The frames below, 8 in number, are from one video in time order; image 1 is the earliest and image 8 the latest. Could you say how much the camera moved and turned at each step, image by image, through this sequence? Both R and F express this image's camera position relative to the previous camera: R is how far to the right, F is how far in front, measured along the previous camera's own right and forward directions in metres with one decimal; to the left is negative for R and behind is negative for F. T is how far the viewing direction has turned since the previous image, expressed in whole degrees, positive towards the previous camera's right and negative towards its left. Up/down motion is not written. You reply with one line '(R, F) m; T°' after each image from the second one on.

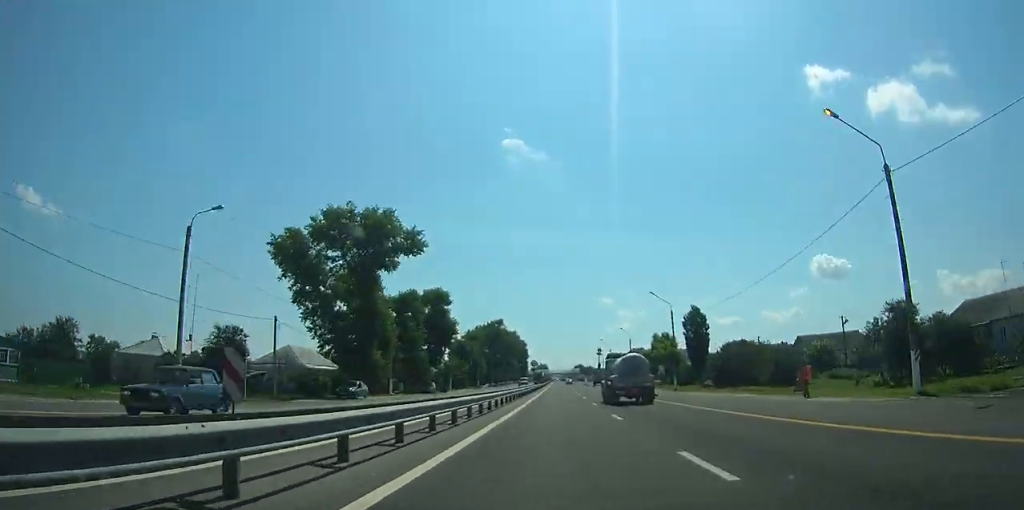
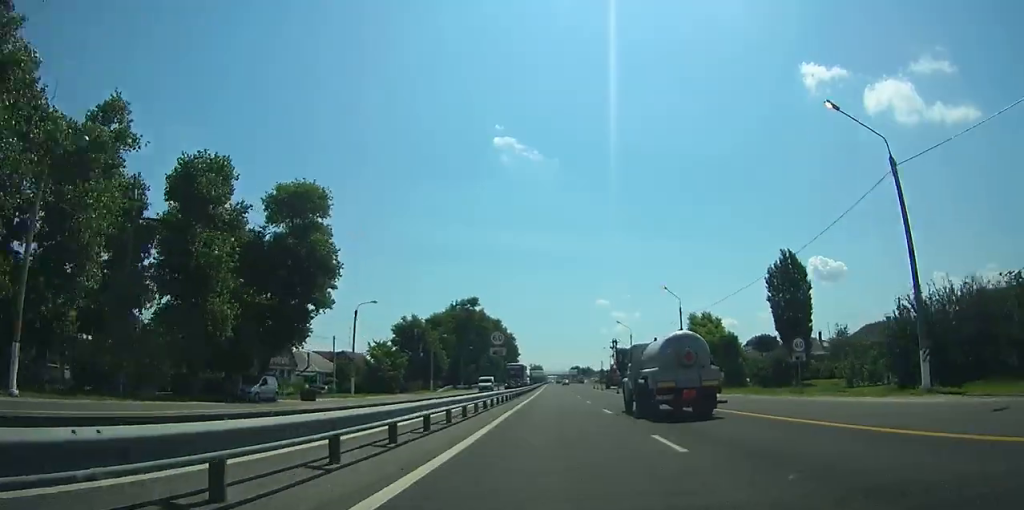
(-5.6, +44.1) m; -3°
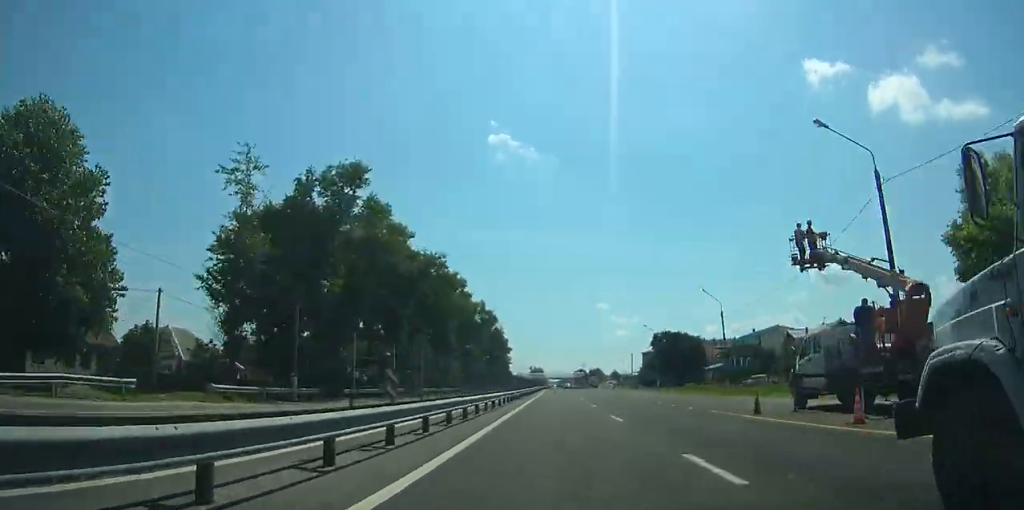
(+1.0, +74.2) m; +3°
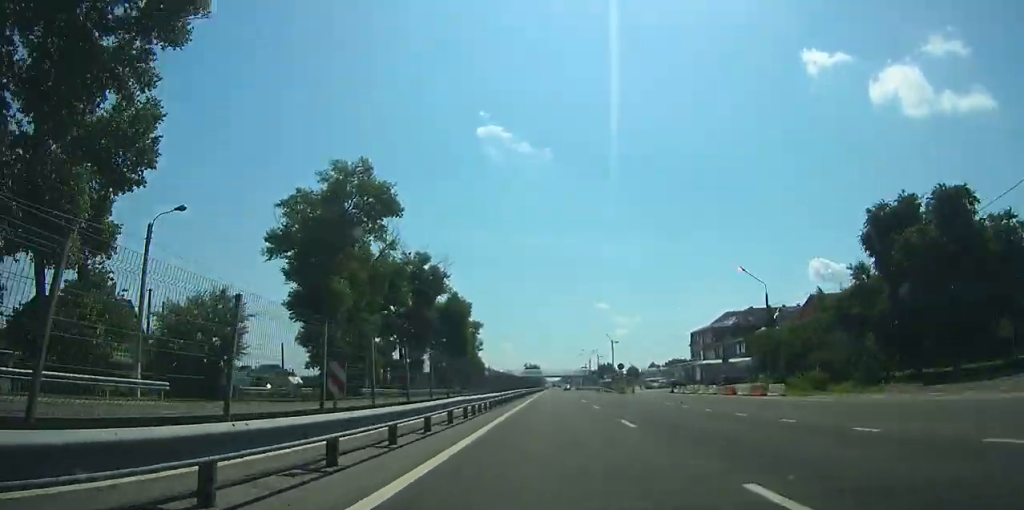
(+0.7, +88.4) m; 0°
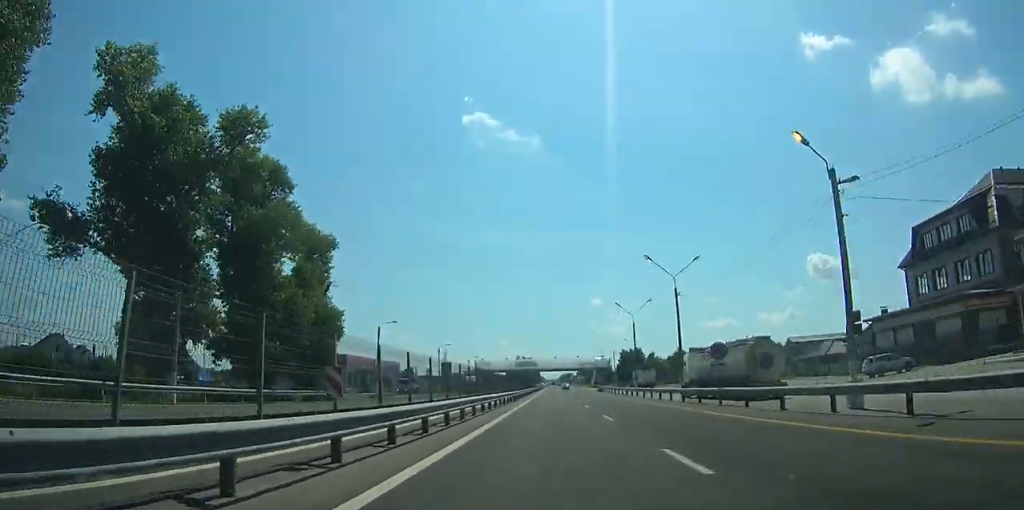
(+0.4, +105.8) m; 0°
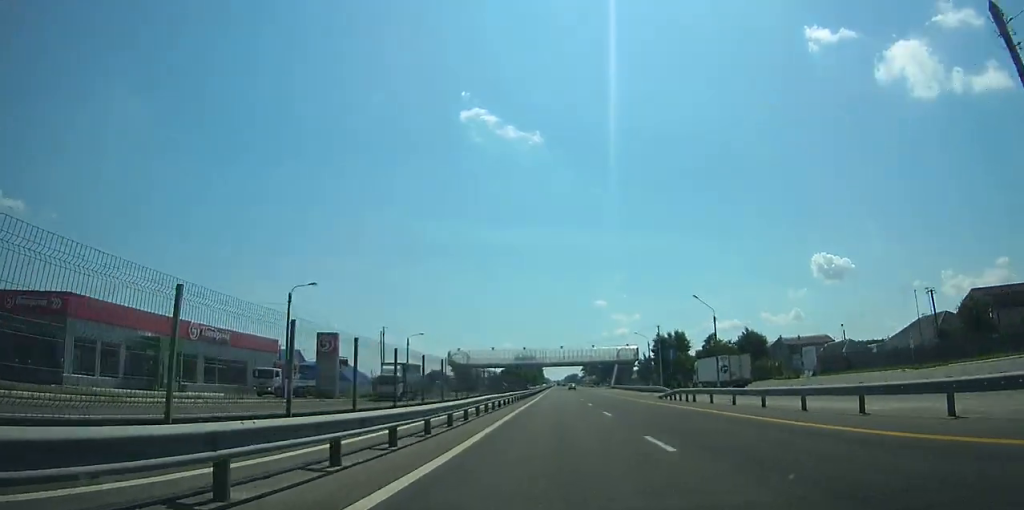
(0.0, +55.2) m; 0°
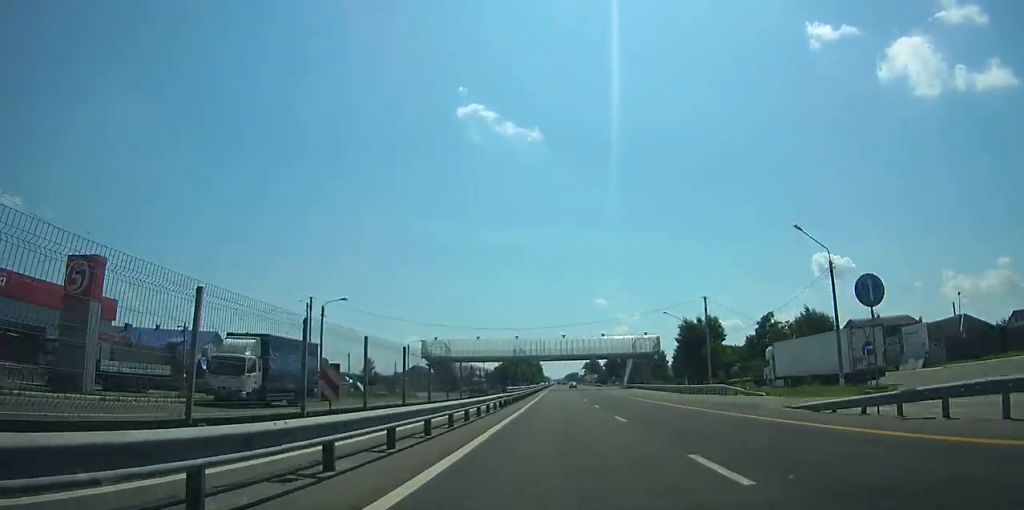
(0.0, +25.7) m; 0°
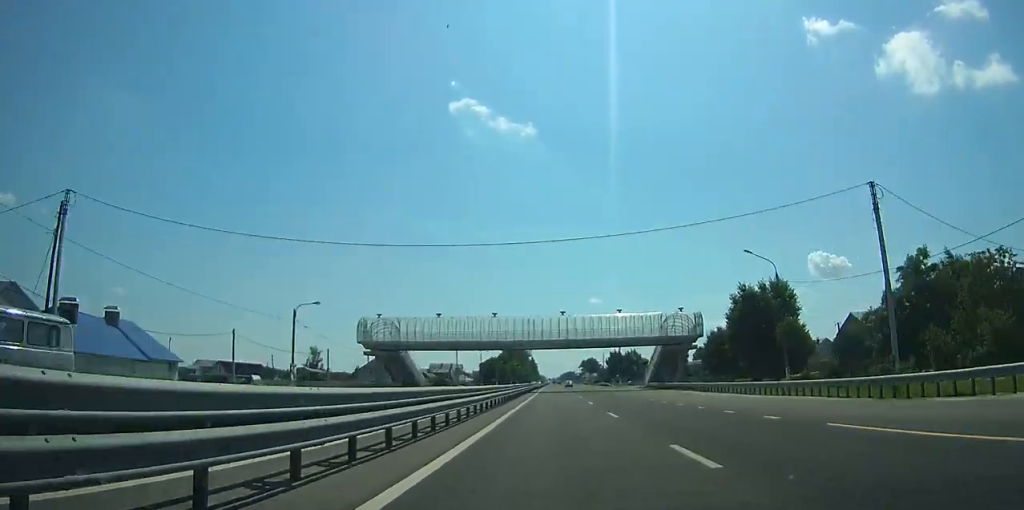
(0.0, +34.3) m; 0°
